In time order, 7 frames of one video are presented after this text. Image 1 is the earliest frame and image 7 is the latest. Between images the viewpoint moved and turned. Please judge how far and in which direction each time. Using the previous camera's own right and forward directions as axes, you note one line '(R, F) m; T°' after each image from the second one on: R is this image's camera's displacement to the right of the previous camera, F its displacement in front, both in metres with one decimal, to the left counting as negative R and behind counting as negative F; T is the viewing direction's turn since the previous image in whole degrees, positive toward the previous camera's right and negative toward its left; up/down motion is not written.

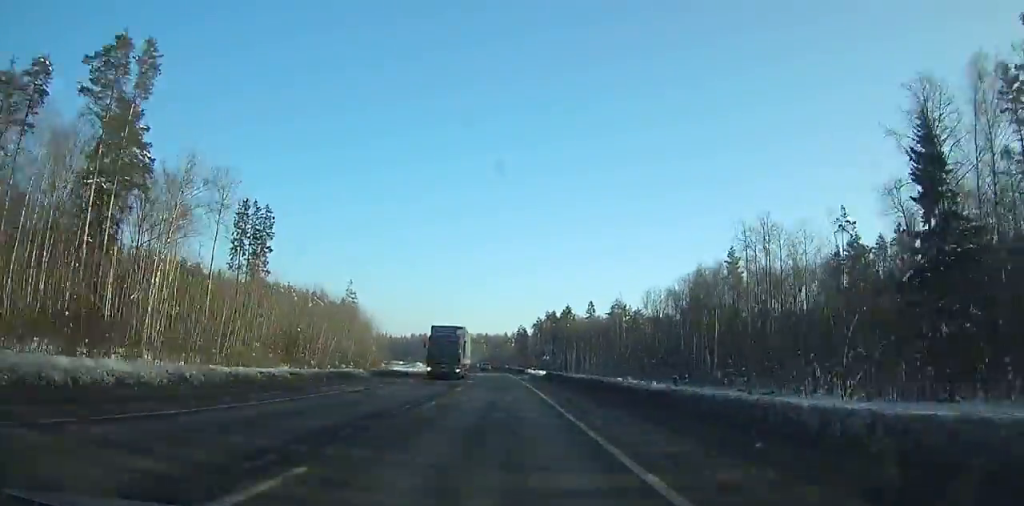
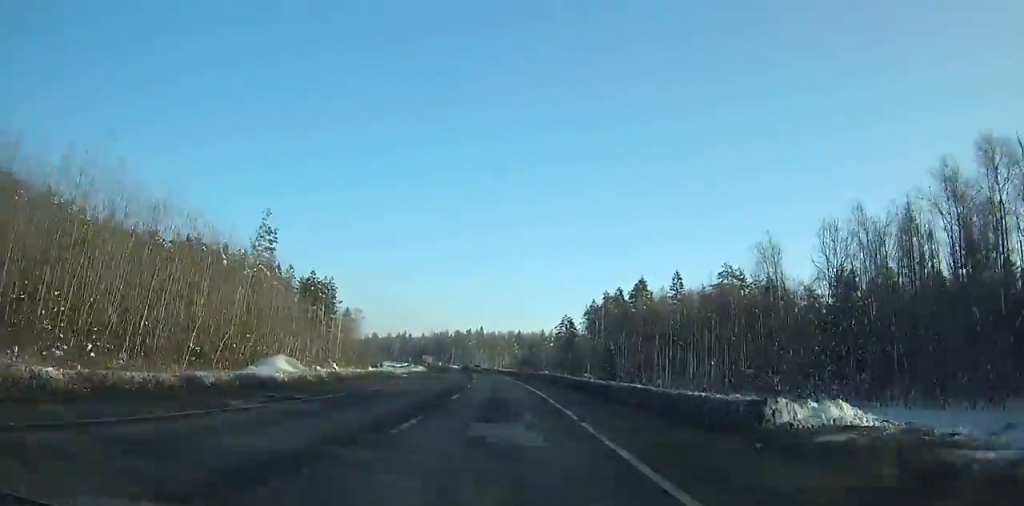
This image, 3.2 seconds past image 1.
(-2.6, +75.5) m; -4°
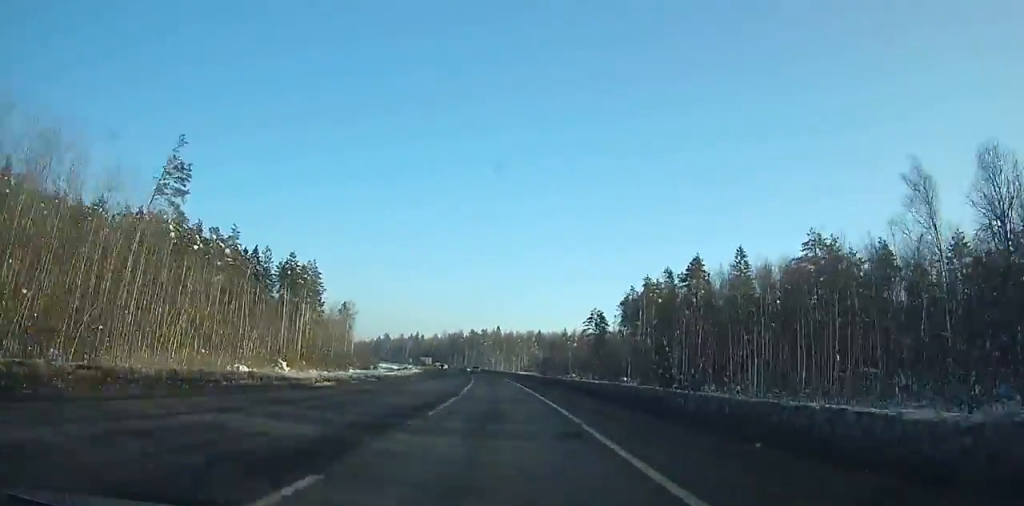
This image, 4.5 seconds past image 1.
(-0.3, +31.3) m; -2°
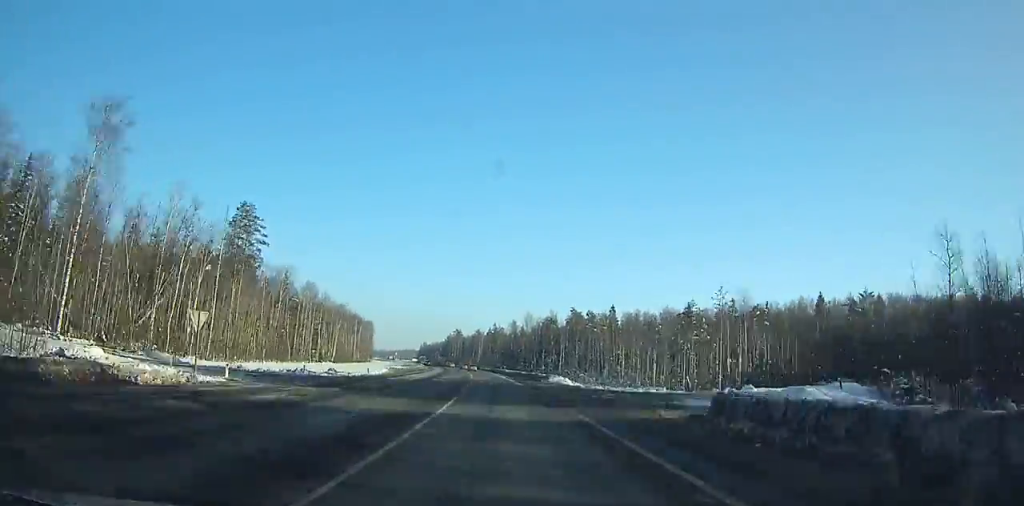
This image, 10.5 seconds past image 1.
(-10.7, +147.8) m; -9°
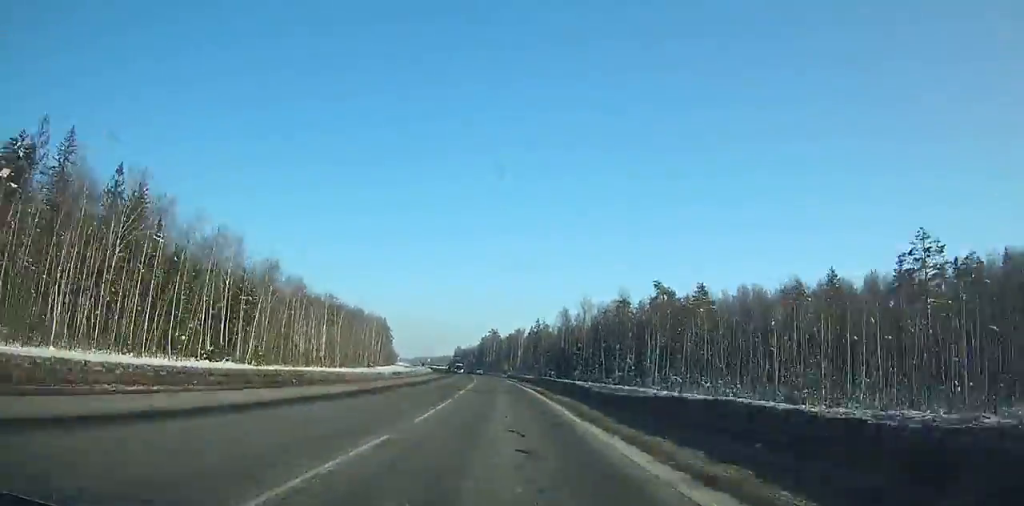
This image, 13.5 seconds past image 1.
(-2.8, +71.0) m; -4°
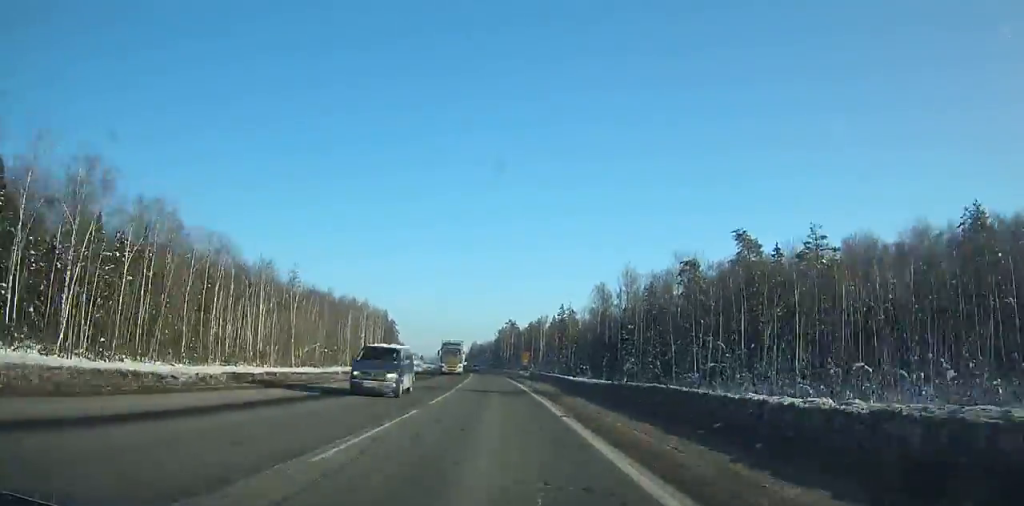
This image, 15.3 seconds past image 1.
(-0.9, +41.3) m; -2°
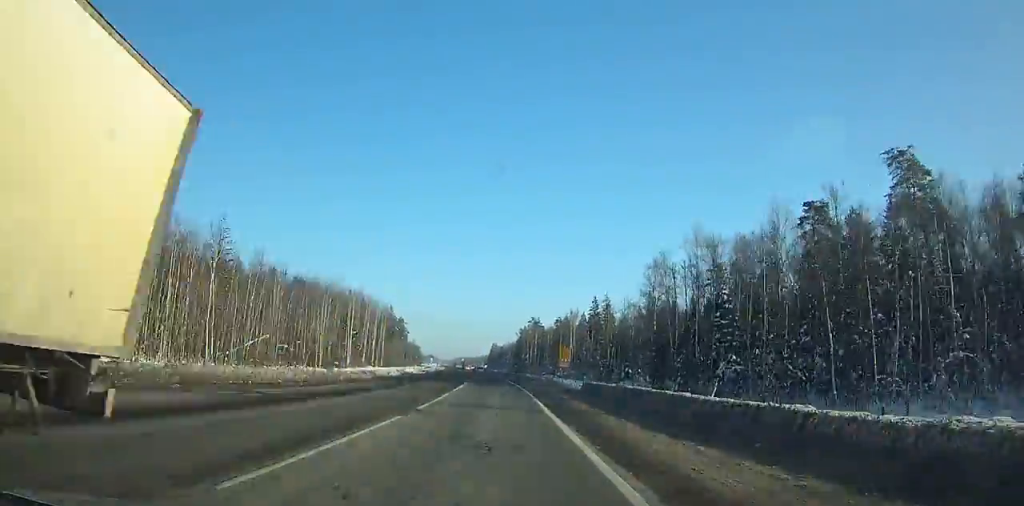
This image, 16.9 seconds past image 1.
(-0.7, +36.4) m; -2°
